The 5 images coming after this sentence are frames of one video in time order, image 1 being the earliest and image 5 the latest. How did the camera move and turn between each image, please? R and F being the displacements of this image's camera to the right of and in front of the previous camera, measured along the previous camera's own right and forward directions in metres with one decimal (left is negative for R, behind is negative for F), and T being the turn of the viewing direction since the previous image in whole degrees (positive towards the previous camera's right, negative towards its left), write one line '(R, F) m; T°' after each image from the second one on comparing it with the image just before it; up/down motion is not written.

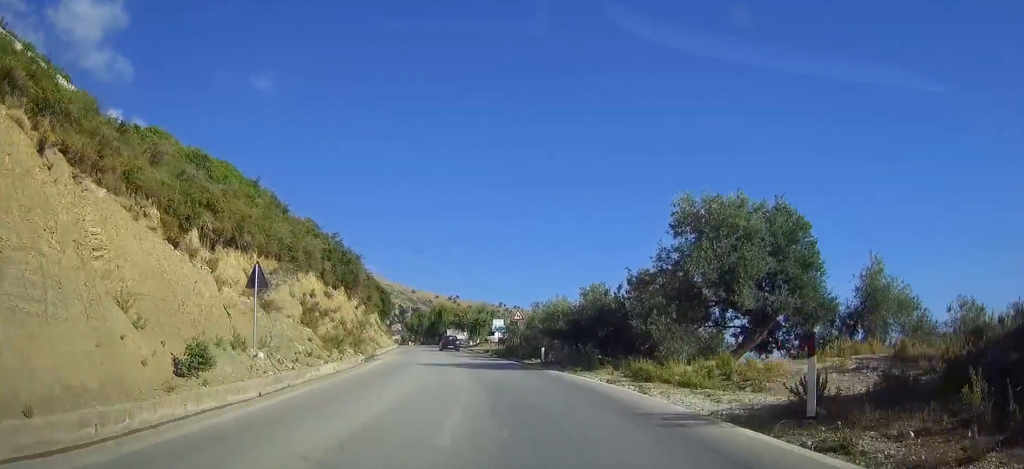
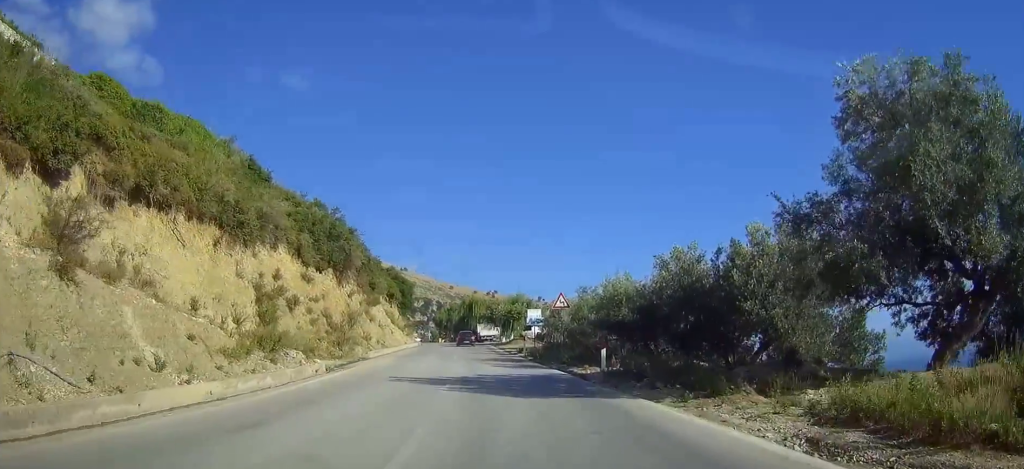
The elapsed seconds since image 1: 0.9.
(-0.2, +13.0) m; -2°
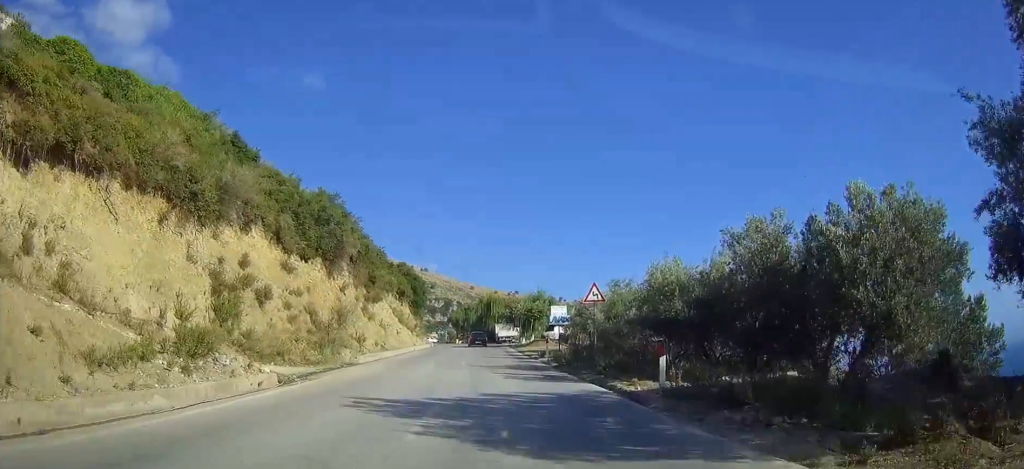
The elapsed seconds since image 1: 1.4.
(-0.1, +6.6) m; -1°
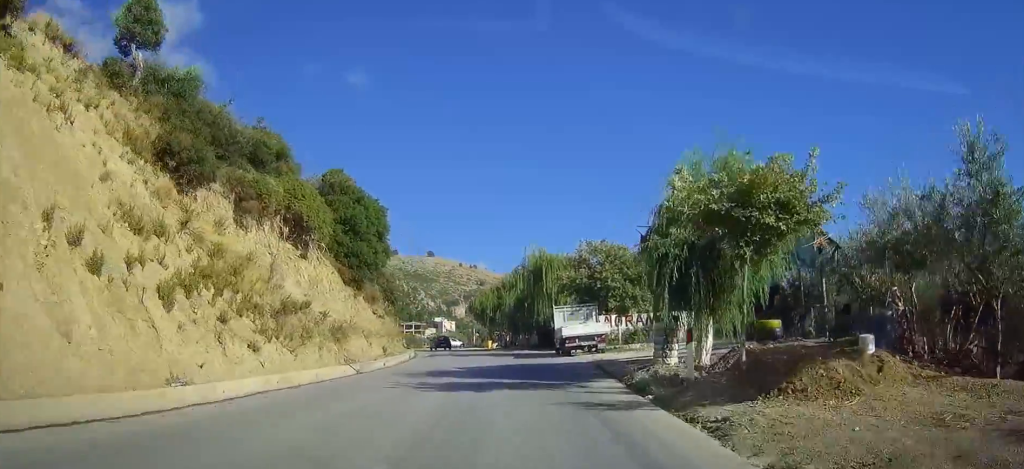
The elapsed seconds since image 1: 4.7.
(-2.6, +48.5) m; -5°
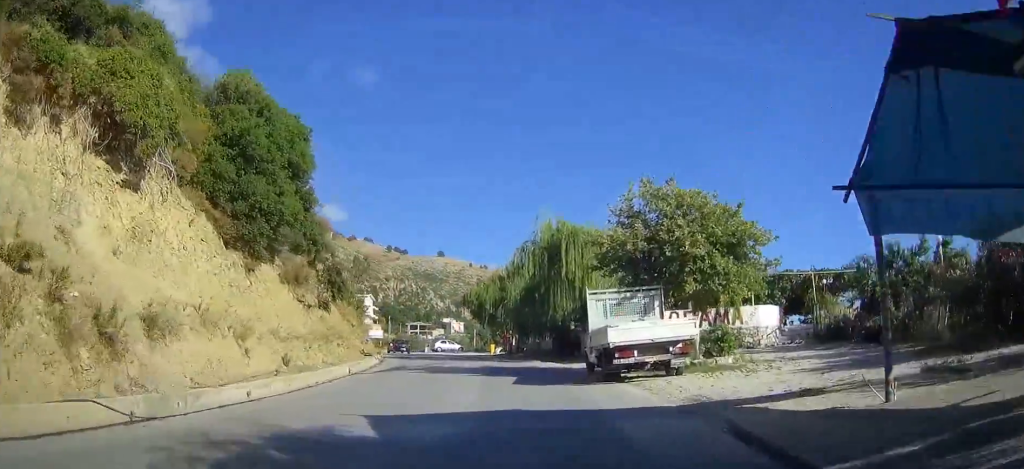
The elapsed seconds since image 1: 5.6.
(0.0, +14.4) m; -1°
